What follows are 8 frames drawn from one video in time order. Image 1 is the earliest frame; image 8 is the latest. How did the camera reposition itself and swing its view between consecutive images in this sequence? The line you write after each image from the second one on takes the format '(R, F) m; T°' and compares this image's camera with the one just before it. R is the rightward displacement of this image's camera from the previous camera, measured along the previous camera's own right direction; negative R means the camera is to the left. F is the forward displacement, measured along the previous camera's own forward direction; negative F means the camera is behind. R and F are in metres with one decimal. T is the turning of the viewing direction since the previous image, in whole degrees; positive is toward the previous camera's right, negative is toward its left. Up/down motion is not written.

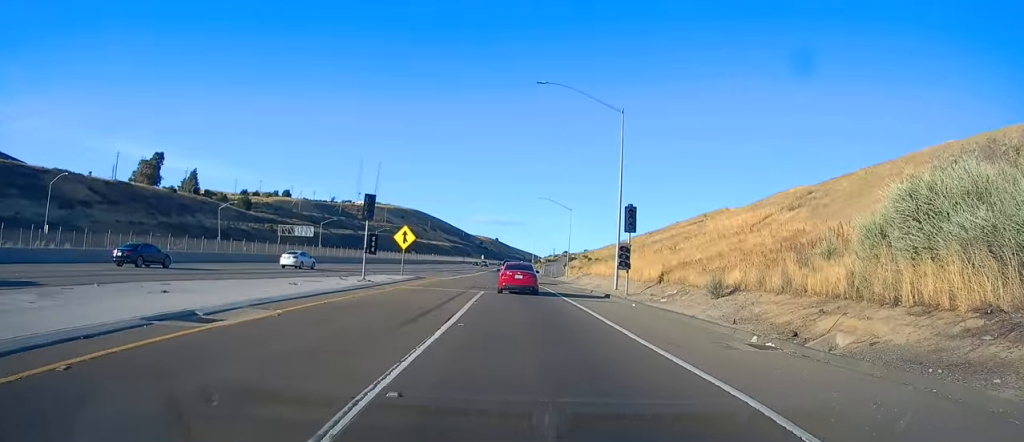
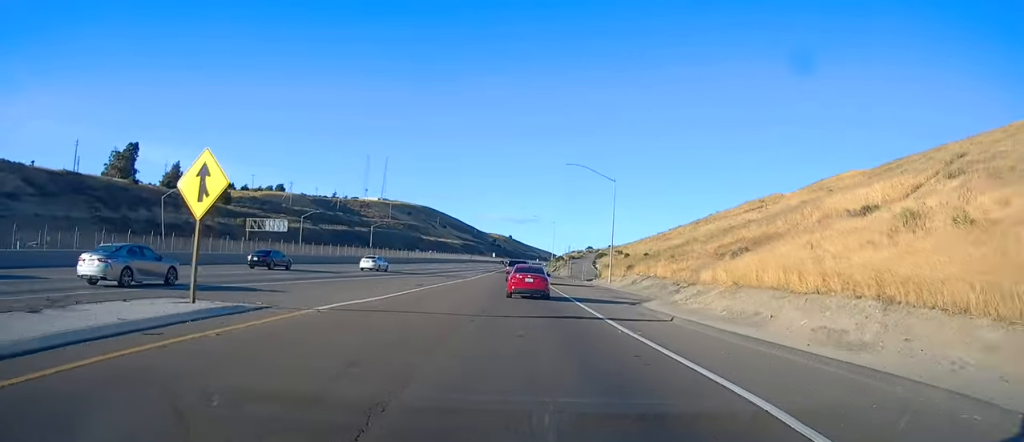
(-0.3, +32.8) m; 0°
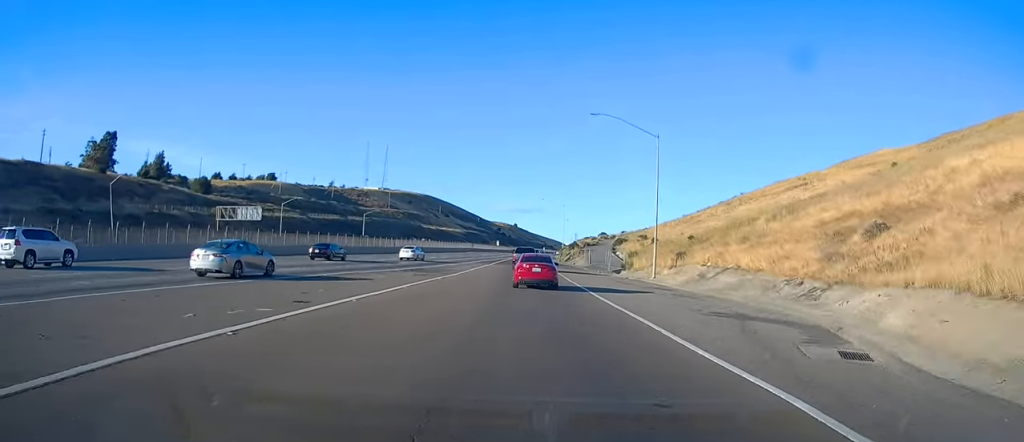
(0.0, +19.4) m; 0°
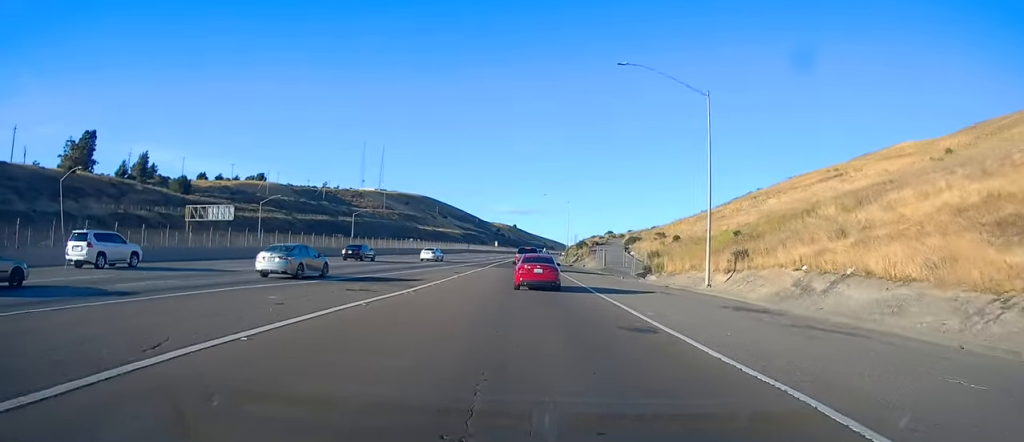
(0.0, +13.9) m; 0°
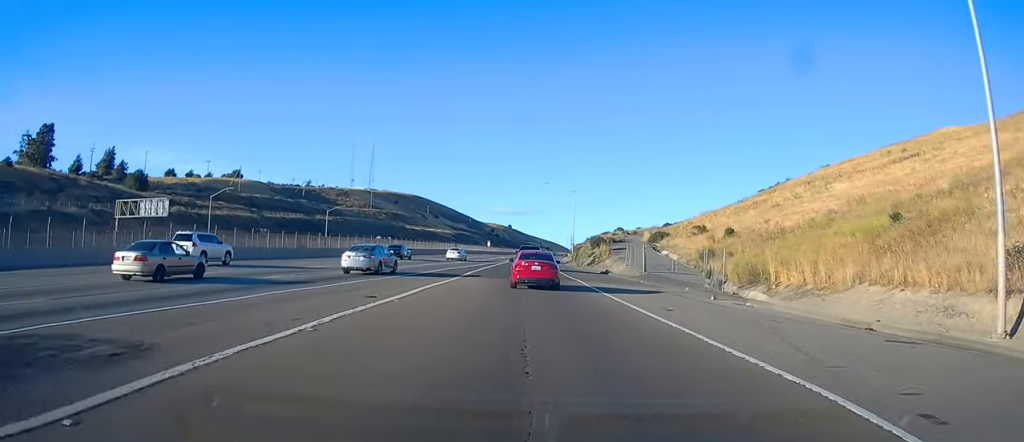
(-0.1, +23.5) m; -1°
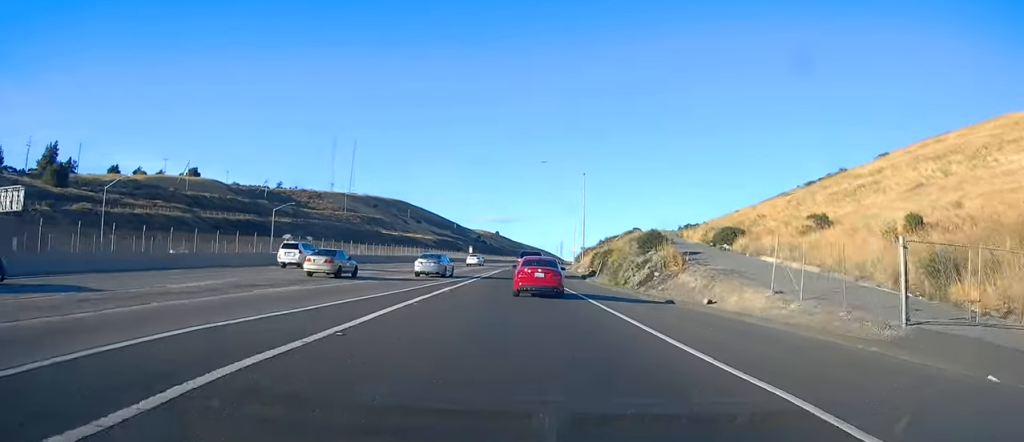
(-0.6, +33.6) m; 0°
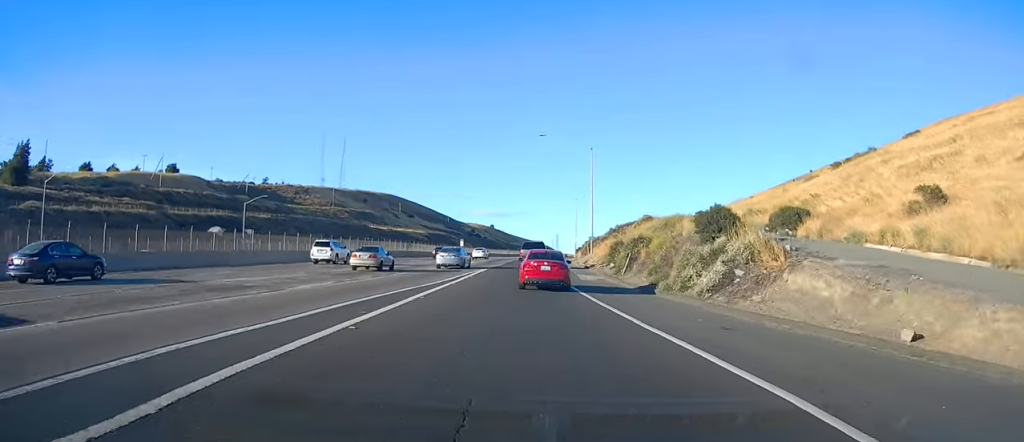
(+0.5, +14.0) m; +1°
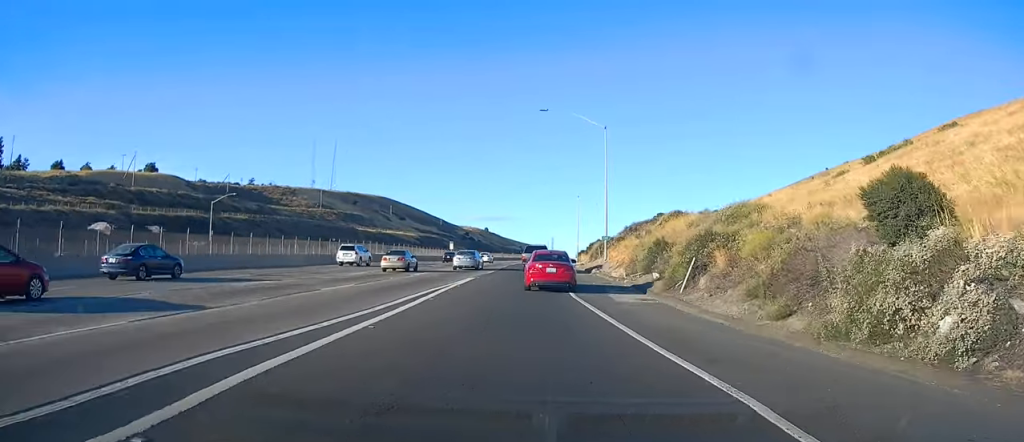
(+0.2, +13.8) m; +1°
